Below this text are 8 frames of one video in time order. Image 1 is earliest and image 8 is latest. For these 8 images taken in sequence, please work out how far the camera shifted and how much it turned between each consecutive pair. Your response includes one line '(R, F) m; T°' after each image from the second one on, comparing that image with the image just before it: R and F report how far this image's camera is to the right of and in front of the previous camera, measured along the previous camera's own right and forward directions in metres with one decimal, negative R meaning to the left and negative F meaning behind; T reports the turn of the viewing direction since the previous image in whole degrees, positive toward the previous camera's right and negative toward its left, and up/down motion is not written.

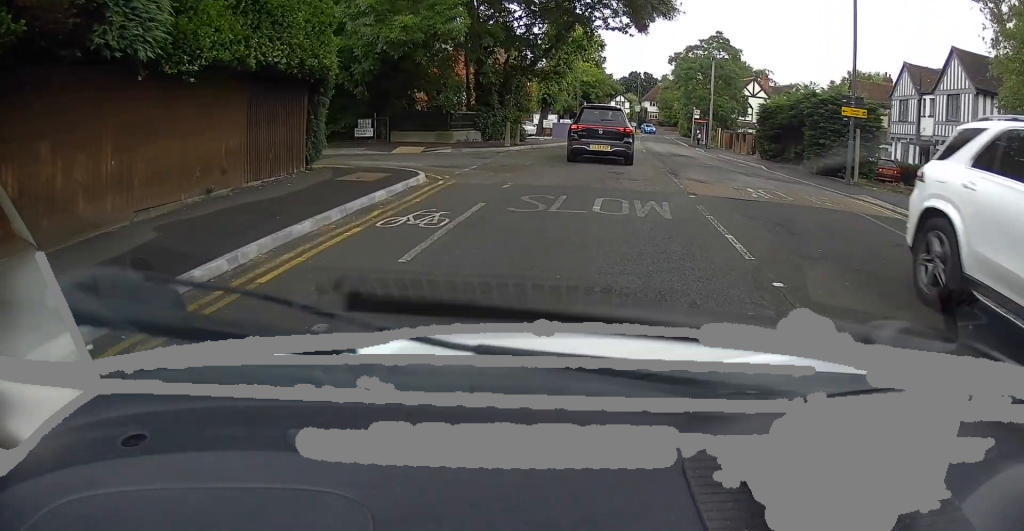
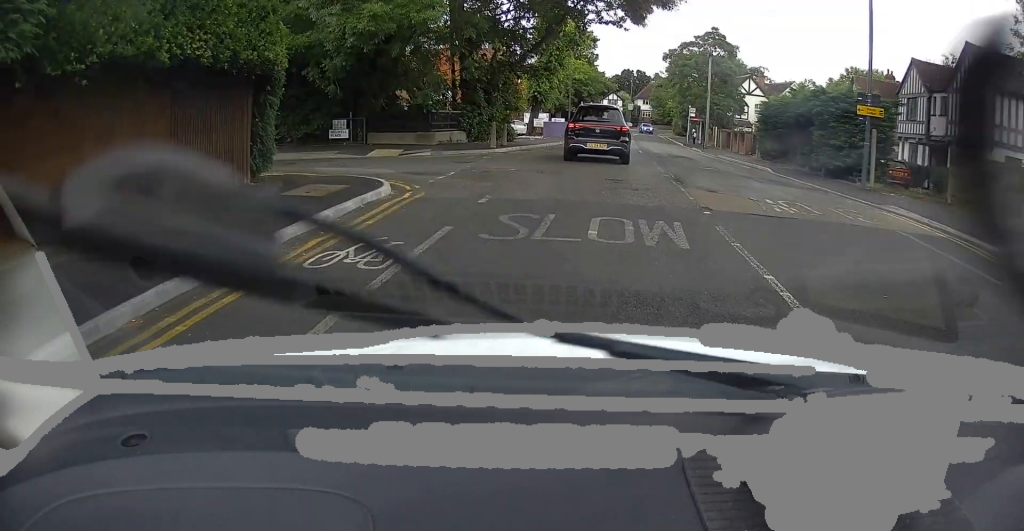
(0.0, +1.9) m; +2°
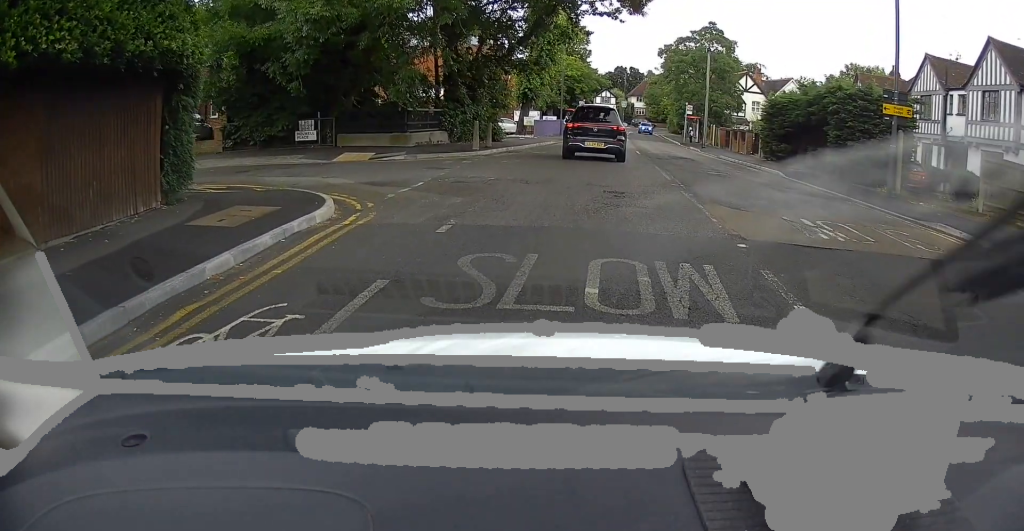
(+0.1, +2.5) m; +2°
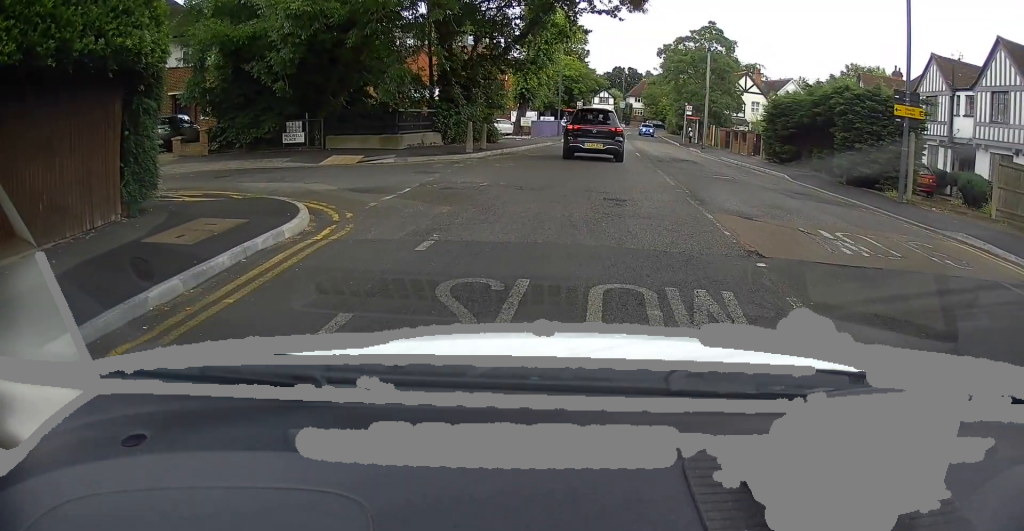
(0.0, +0.9) m; 0°
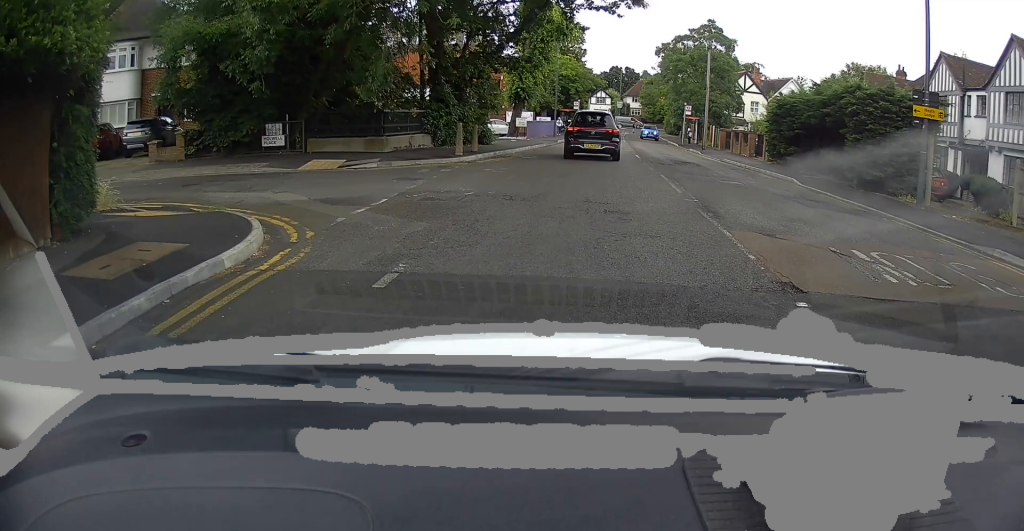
(-0.2, +1.3) m; 0°
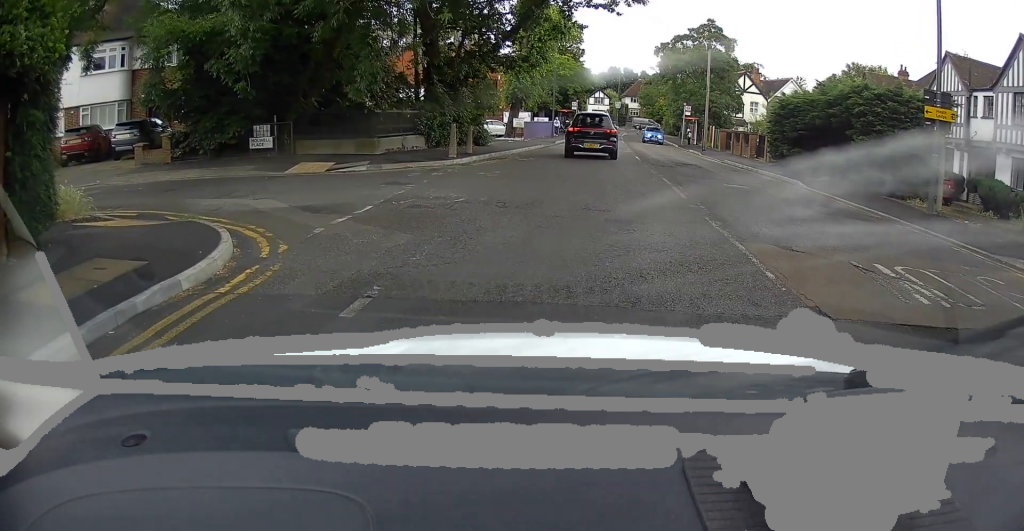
(-0.1, +0.7) m; 0°
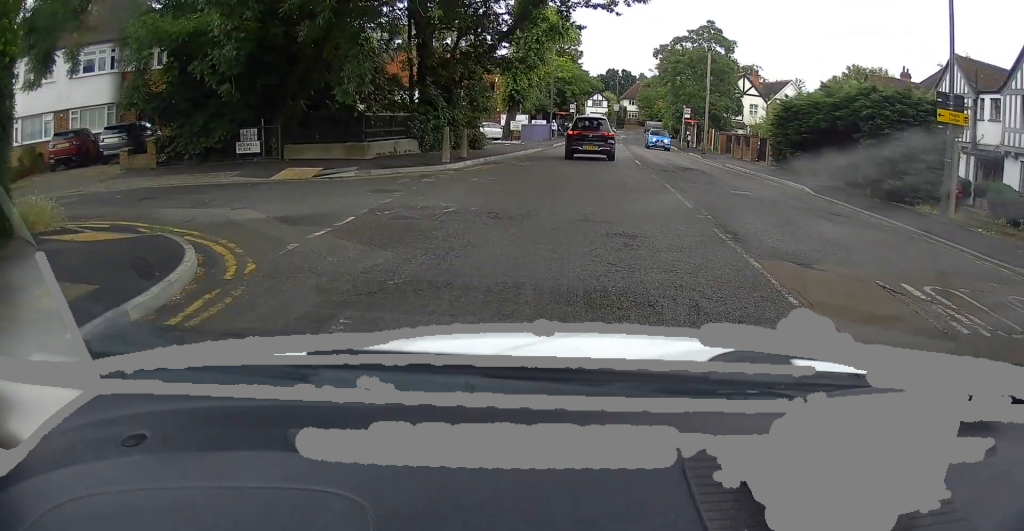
(0.0, +0.8) m; +5°
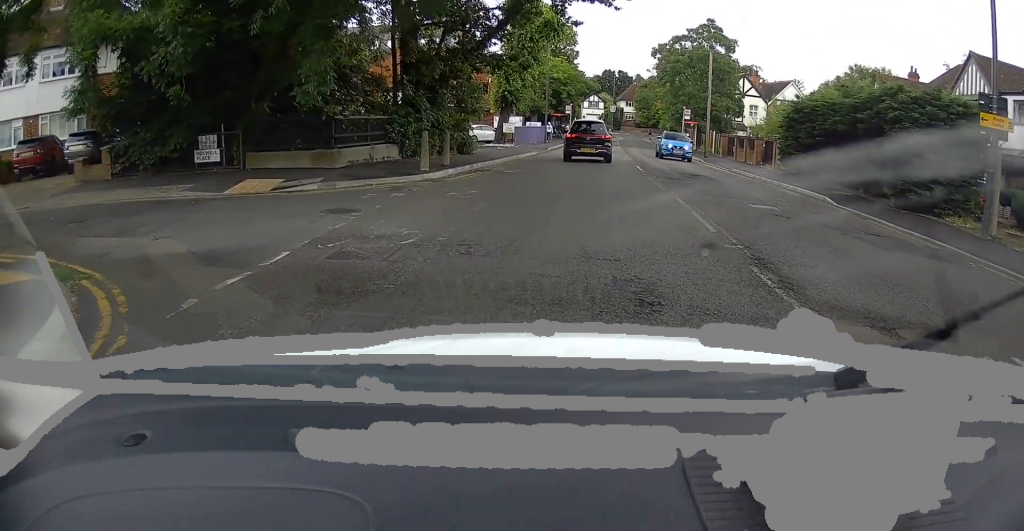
(+0.1, +1.8) m; +3°
